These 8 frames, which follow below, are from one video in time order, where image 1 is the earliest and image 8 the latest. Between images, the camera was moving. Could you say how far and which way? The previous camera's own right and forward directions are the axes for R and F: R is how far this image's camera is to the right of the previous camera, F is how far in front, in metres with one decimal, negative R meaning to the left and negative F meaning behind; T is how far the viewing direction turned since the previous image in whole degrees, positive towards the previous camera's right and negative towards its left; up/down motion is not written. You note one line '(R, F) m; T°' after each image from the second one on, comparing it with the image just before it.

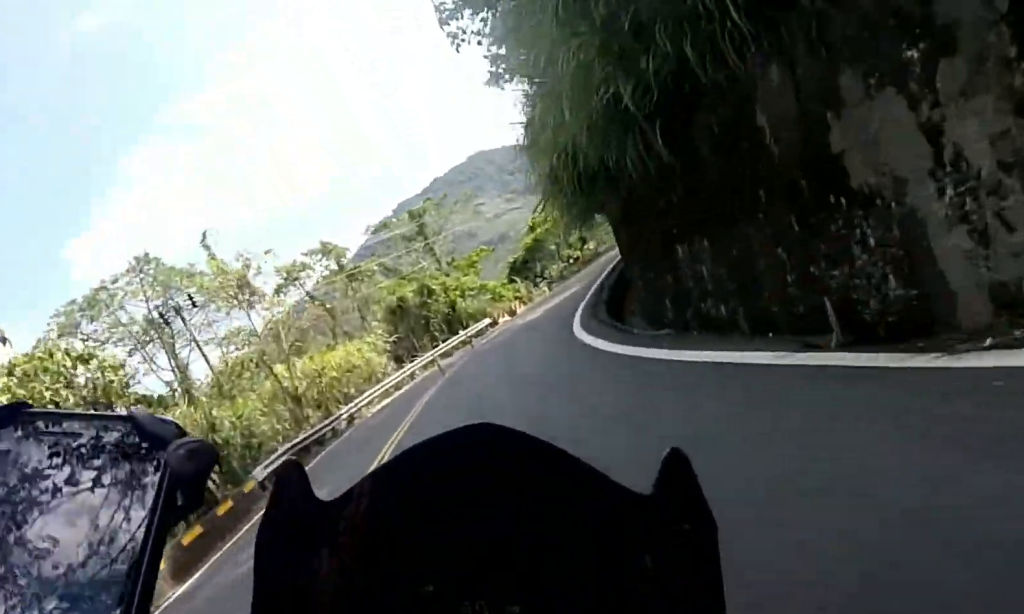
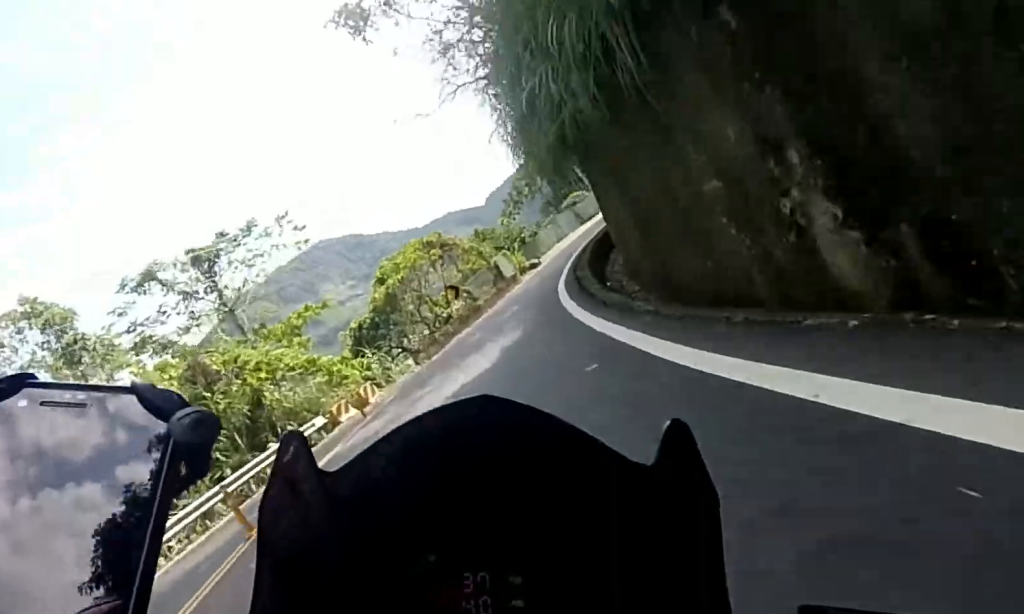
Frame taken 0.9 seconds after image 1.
(-0.8, +18.7) m; +13°
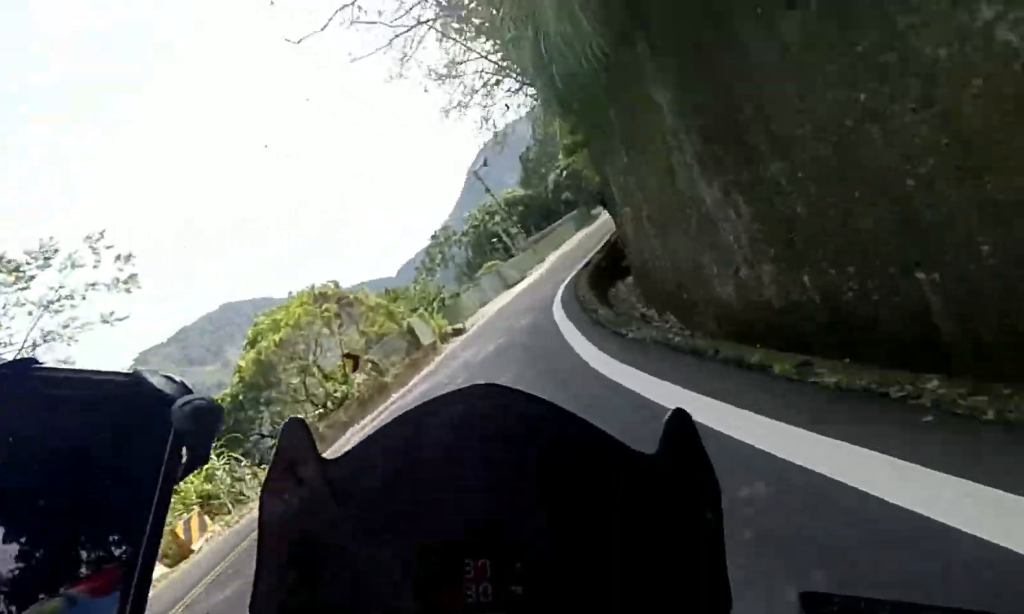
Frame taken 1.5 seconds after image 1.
(+2.7, +10.7) m; +13°
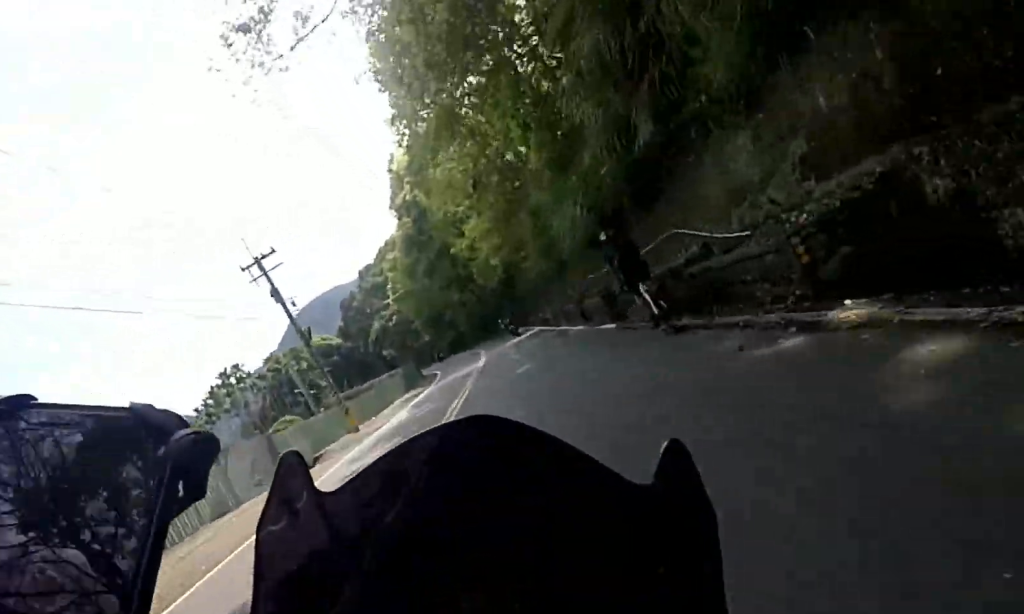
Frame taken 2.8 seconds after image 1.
(+6.5, +24.8) m; +30°
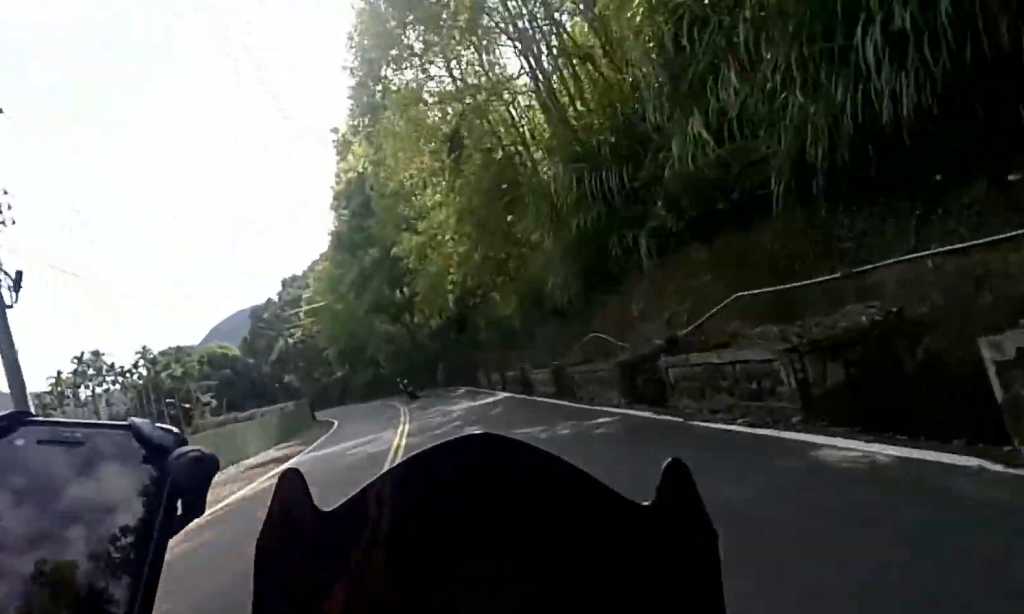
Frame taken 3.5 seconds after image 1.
(+2.8, +14.8) m; +11°
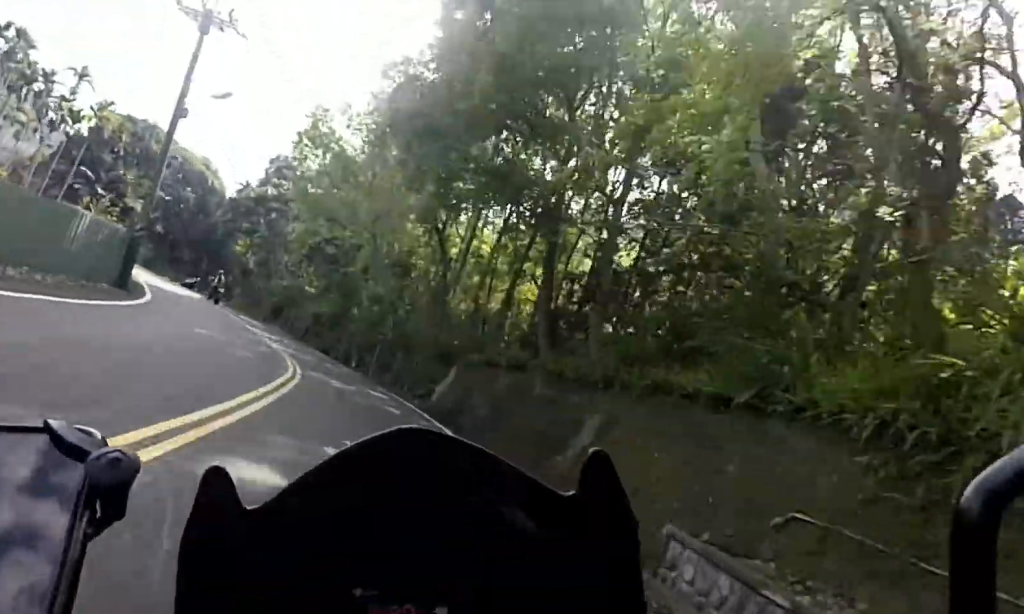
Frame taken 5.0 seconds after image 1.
(+2.0, +26.5) m; -3°
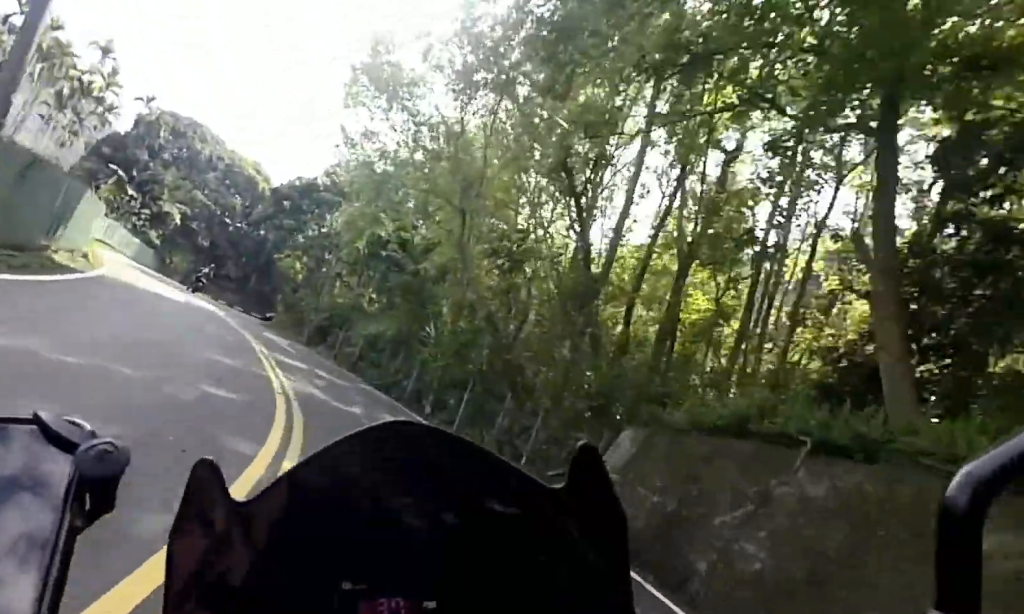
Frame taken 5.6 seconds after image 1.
(-1.1, +9.6) m; -6°
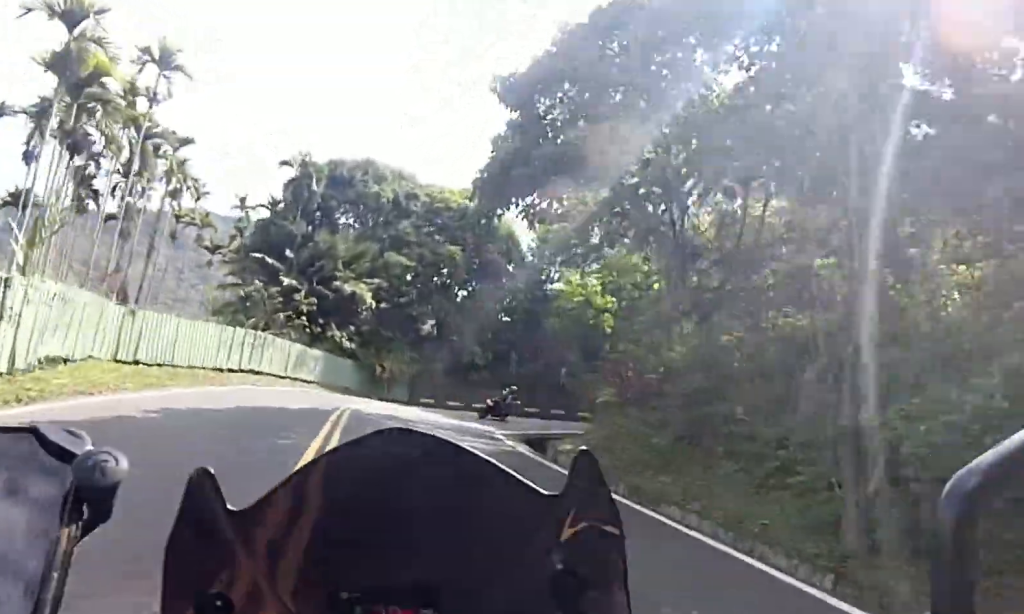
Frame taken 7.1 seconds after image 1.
(-2.4, +21.2) m; -13°
